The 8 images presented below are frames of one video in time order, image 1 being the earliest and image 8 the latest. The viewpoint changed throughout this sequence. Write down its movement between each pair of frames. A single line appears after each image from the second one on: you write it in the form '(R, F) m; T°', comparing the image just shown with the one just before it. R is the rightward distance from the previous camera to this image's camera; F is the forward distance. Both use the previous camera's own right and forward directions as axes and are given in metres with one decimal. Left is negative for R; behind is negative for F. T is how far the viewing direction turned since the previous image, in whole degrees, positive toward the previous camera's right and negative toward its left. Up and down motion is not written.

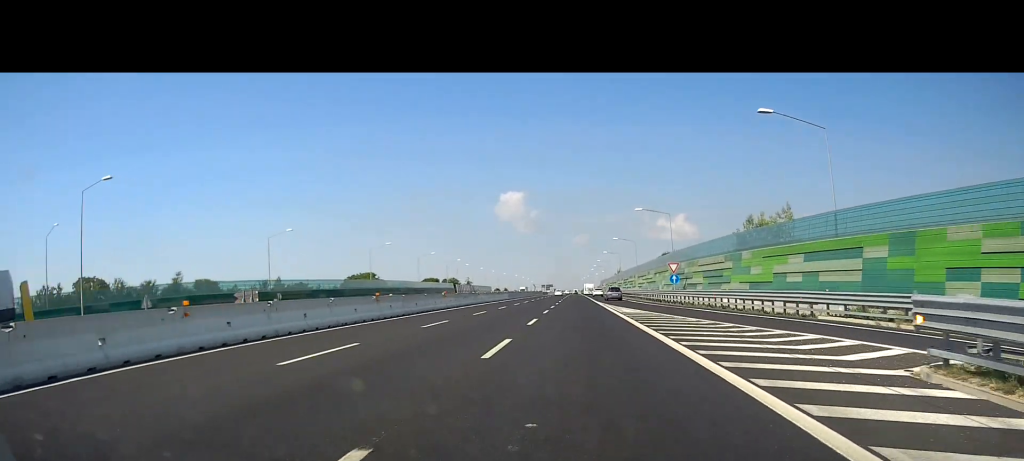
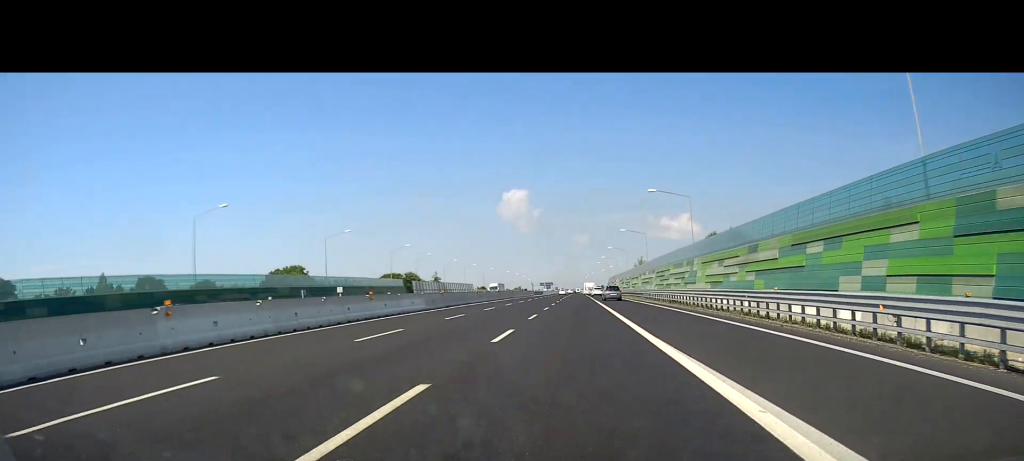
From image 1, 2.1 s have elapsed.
(-0.3, +54.3) m; -1°
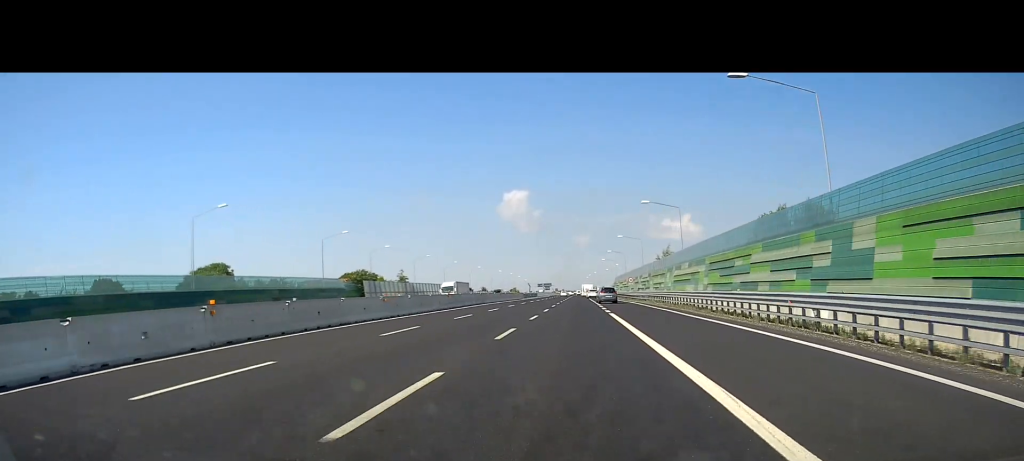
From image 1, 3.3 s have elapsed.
(0.0, +33.4) m; +1°
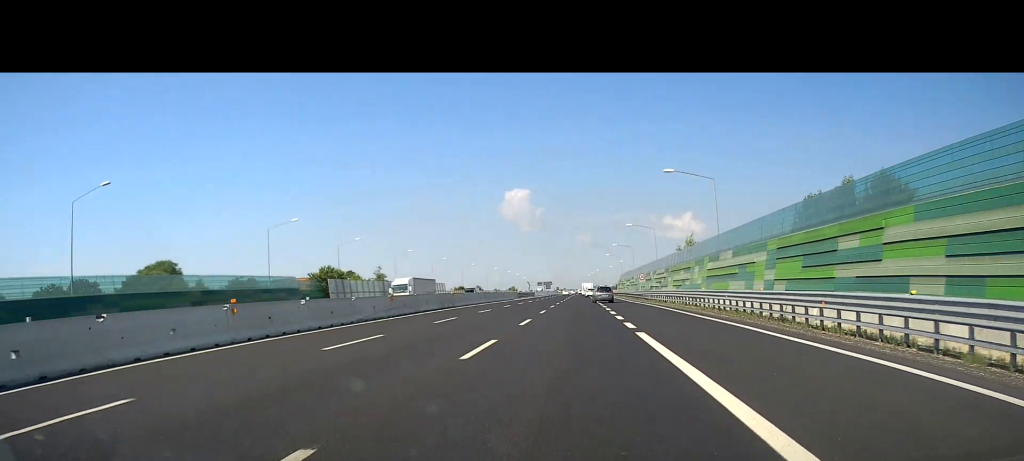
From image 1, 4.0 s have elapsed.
(+0.2, +16.7) m; 0°
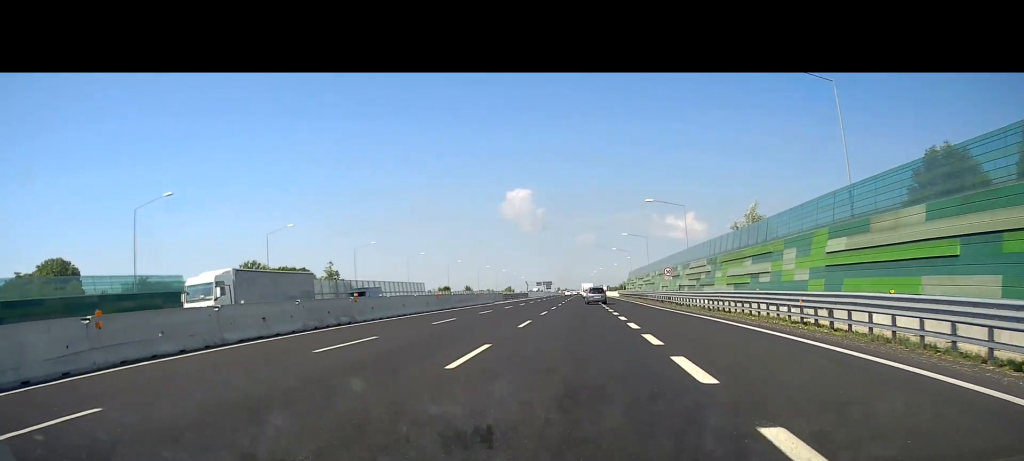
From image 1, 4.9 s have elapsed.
(0.0, +24.6) m; 0°
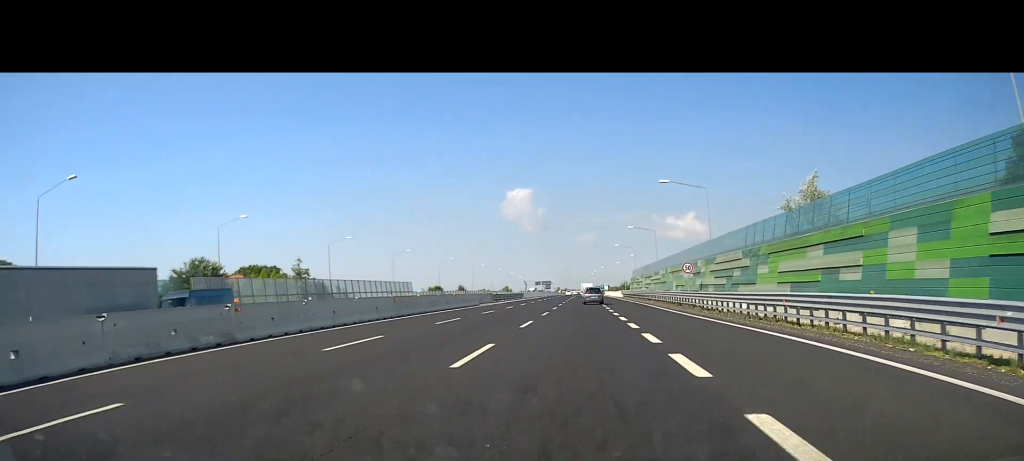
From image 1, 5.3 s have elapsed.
(-0.1, +11.5) m; 0°
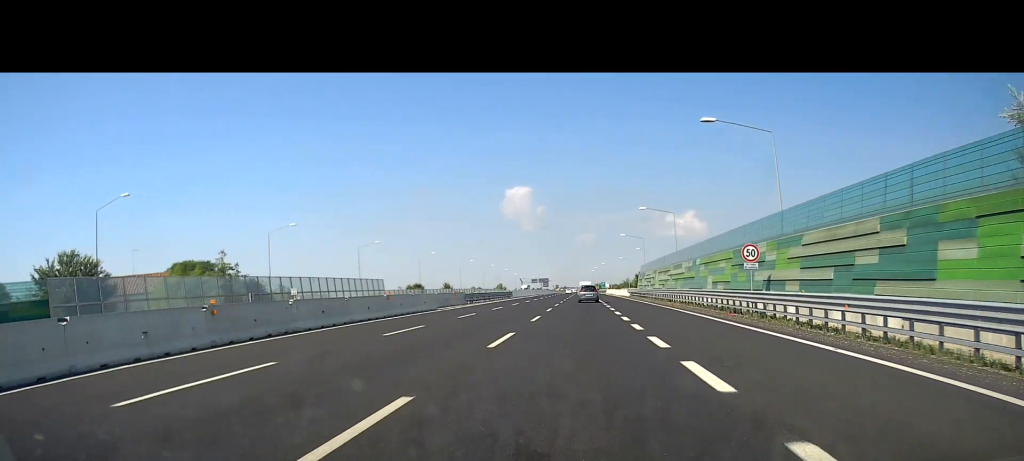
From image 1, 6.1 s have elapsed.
(0.0, +19.4) m; 0°
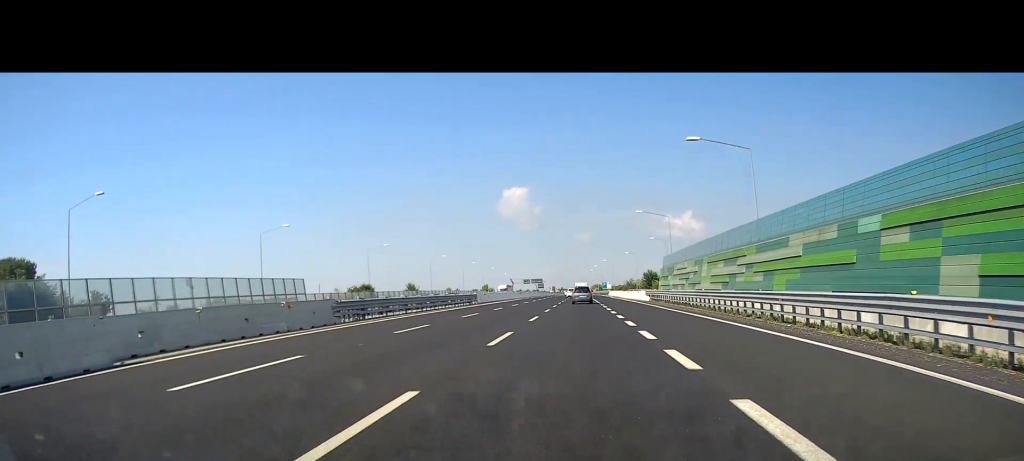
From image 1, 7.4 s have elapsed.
(0.0, +34.4) m; 0°
